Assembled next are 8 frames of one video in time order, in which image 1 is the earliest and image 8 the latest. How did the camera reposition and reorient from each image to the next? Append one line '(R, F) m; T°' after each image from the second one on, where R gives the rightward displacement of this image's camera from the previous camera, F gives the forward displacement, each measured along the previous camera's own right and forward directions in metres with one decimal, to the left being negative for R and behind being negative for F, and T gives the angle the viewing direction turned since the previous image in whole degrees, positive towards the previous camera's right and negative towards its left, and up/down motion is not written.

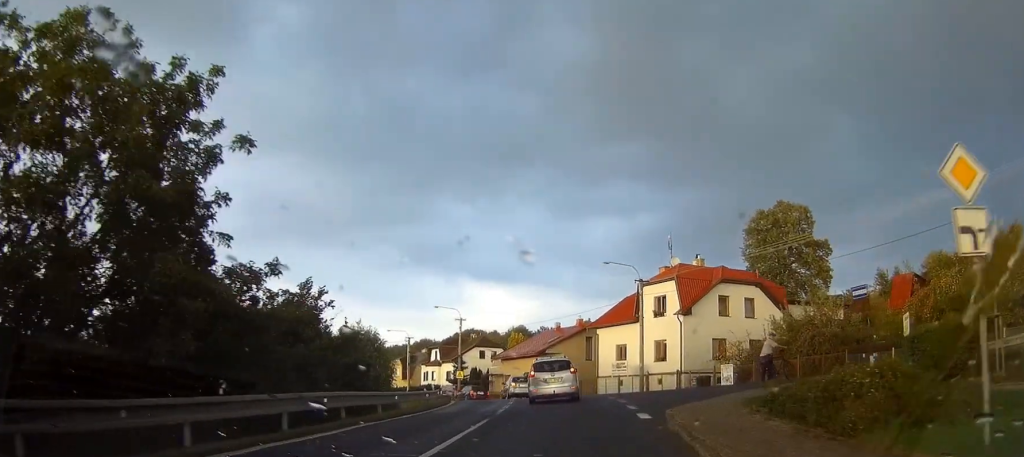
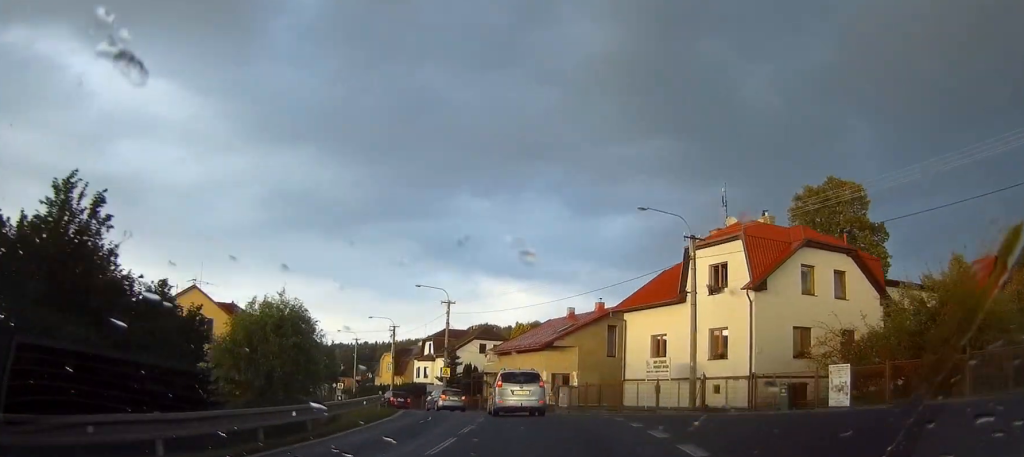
(-0.2, +16.6) m; -1°
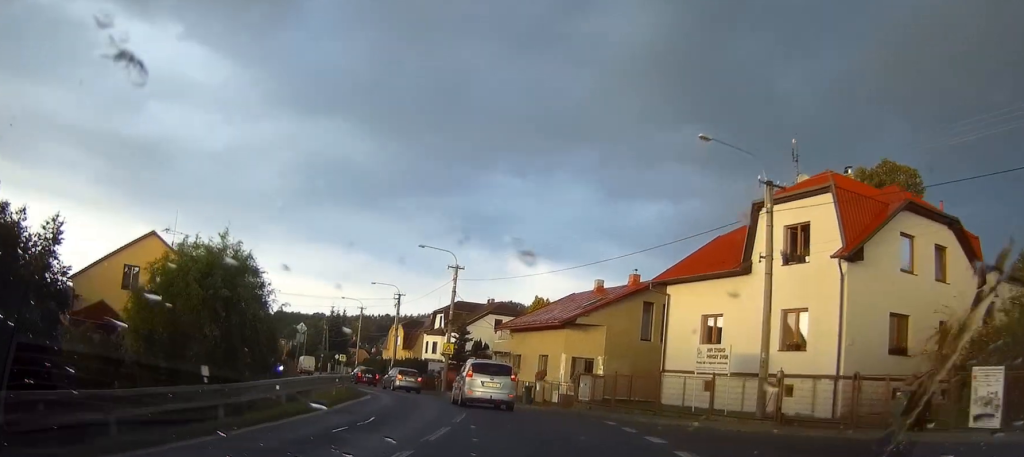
(0.0, +9.2) m; -2°
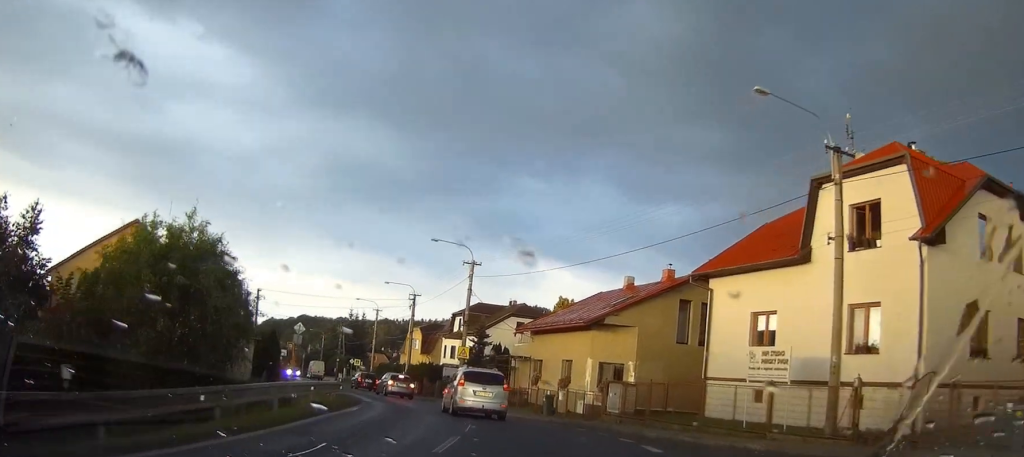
(+0.1, +4.7) m; -3°
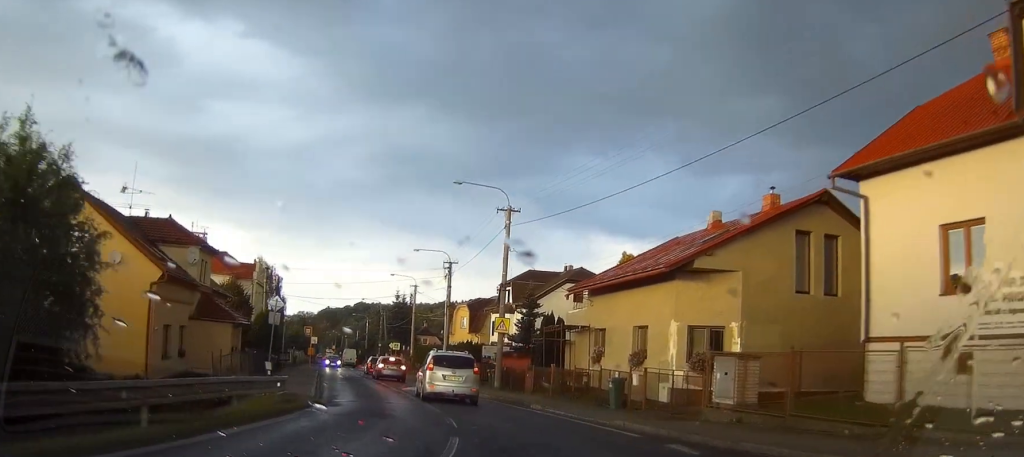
(-0.8, +11.0) m; -6°
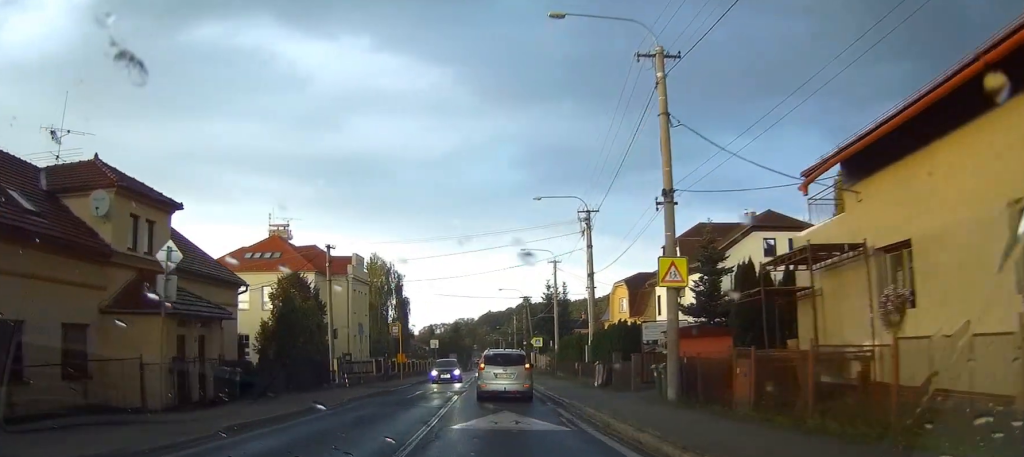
(-0.8, +18.8) m; -5°
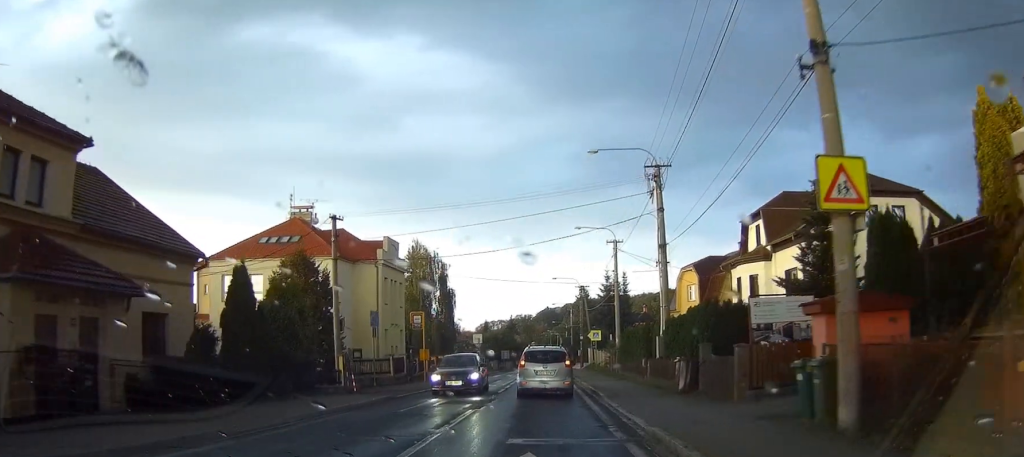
(-0.1, +8.7) m; -5°
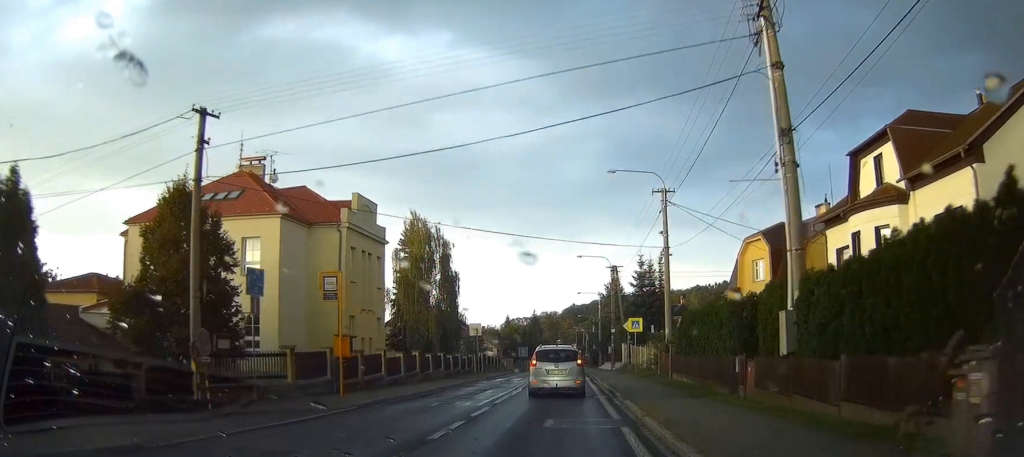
(-1.3, +15.8) m; -7°
